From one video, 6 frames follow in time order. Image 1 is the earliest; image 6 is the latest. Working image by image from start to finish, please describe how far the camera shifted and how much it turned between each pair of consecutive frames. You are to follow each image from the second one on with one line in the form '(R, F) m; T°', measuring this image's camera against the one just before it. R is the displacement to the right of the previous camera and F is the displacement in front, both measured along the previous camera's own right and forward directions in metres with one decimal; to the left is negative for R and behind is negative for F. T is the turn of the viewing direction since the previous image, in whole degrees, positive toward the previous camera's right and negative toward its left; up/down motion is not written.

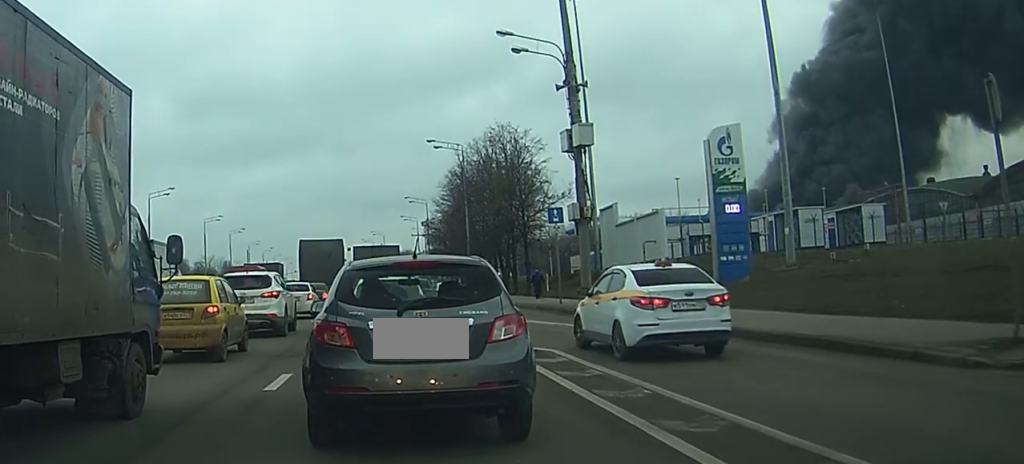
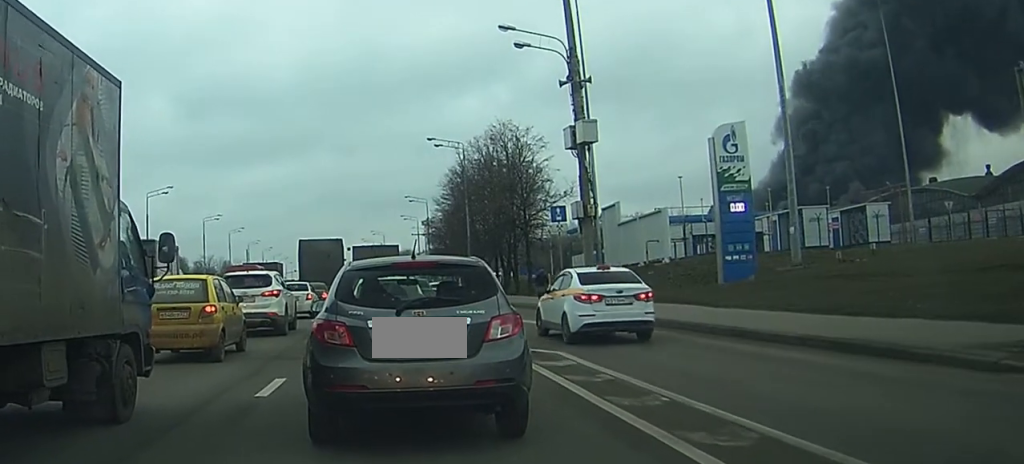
(-0.1, +0.8) m; 0°
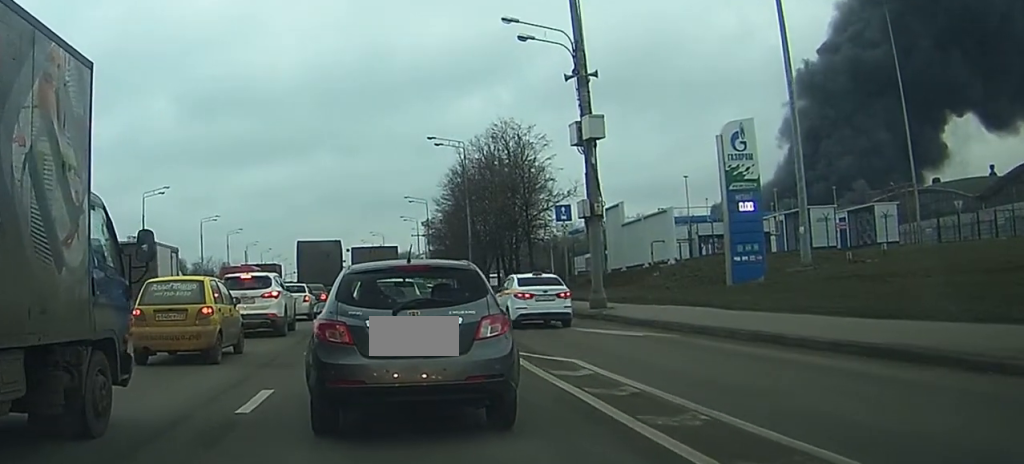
(+0.1, +1.5) m; +4°
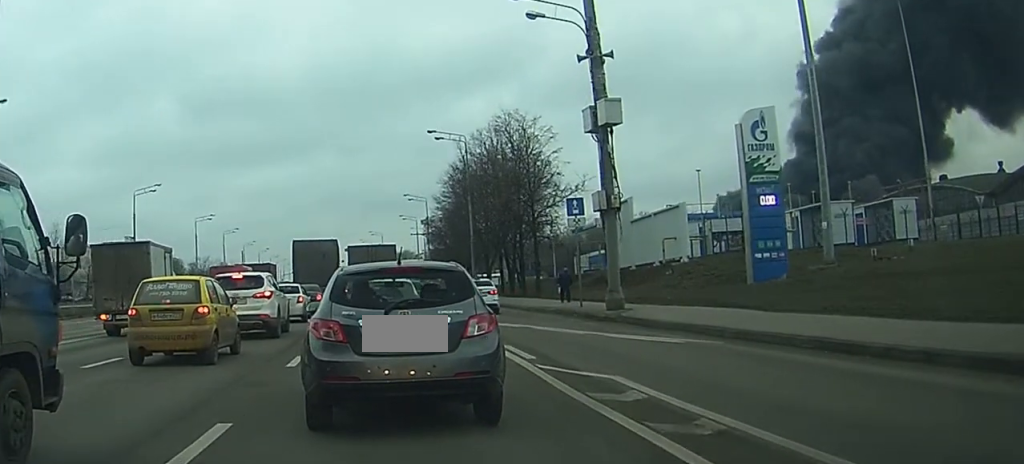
(+0.1, +2.8) m; -1°
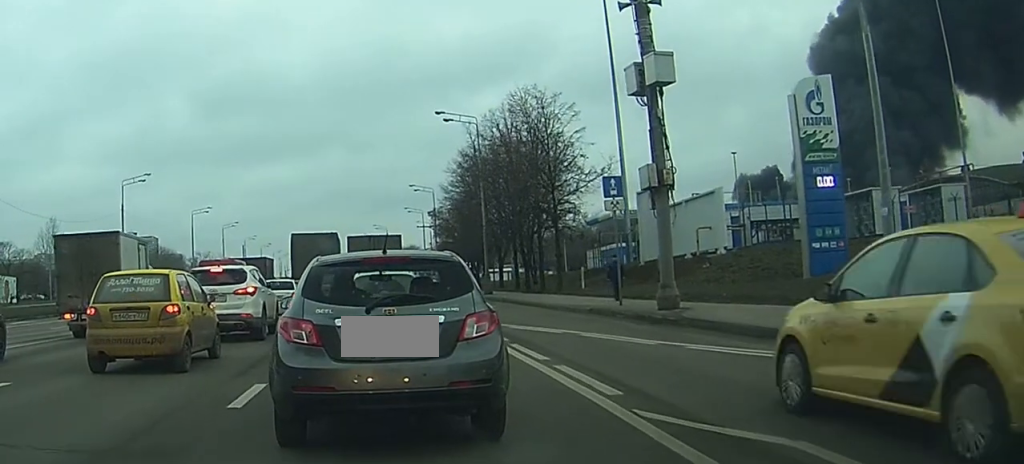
(-0.1, +5.1) m; +2°
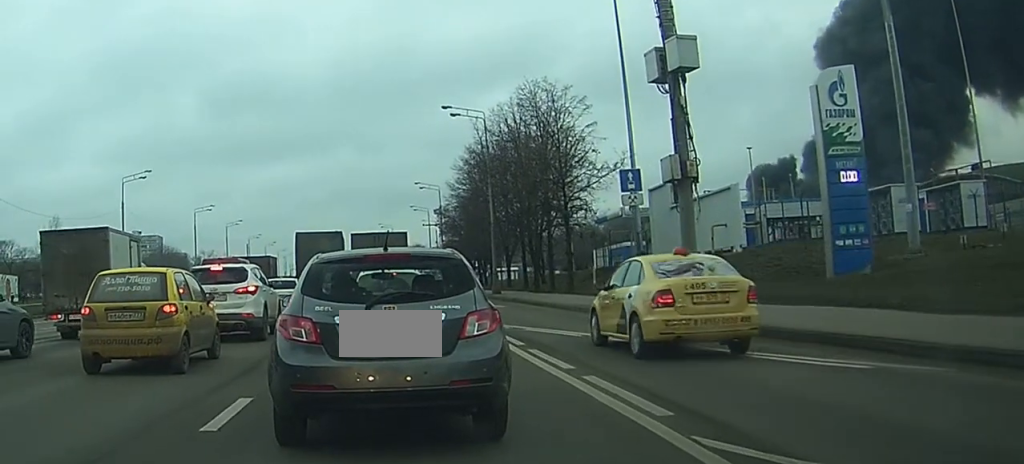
(+0.1, +1.7) m; +2°
